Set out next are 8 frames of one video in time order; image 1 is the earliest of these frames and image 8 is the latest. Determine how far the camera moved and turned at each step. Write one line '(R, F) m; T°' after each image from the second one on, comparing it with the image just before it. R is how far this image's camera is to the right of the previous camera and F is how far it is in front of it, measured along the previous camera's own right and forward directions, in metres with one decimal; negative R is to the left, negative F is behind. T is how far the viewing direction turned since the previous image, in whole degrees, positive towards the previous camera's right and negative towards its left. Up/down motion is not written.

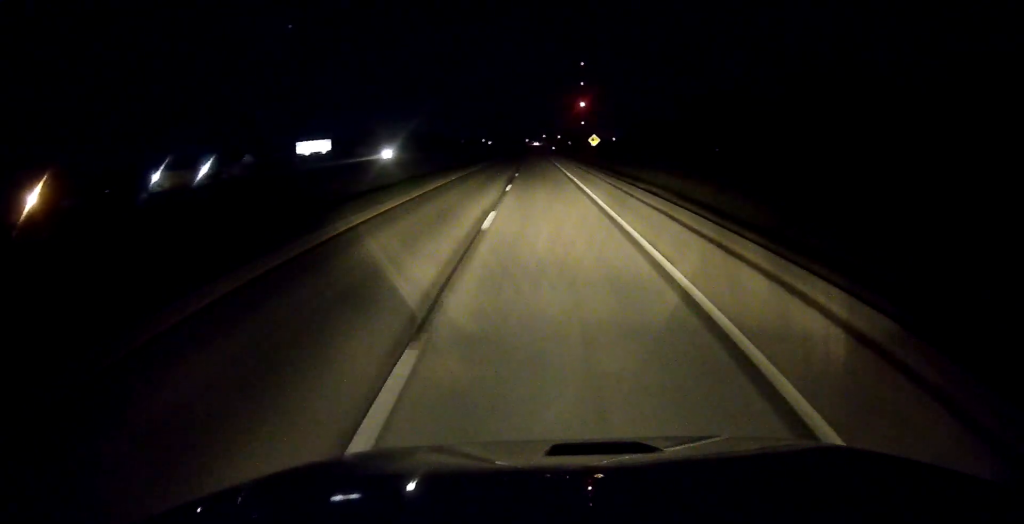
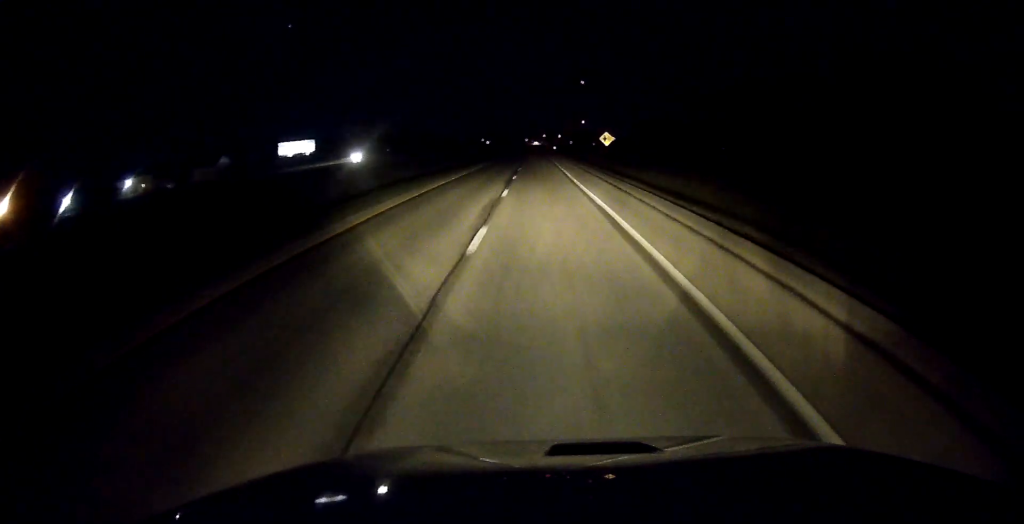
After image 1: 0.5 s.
(0.0, +15.3) m; 0°
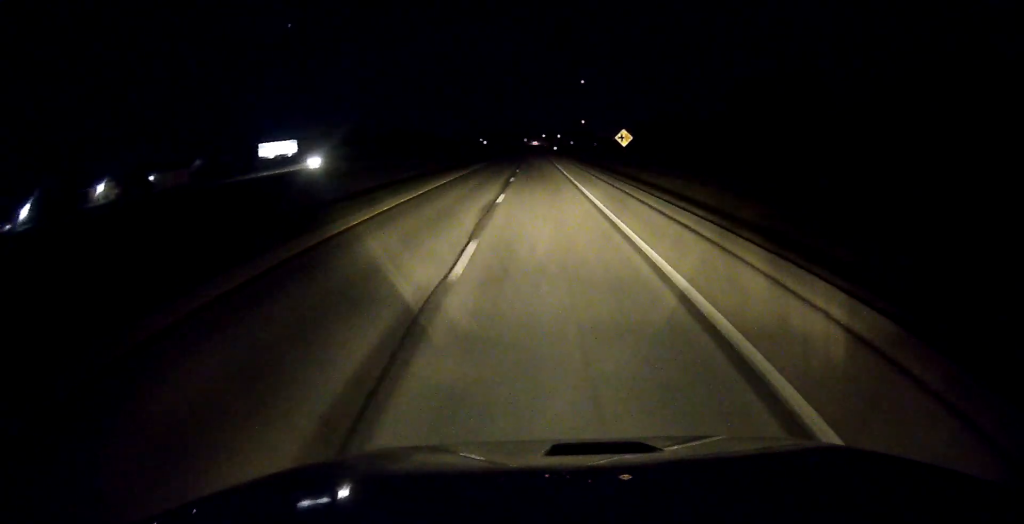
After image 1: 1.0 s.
(0.0, +14.3) m; 0°
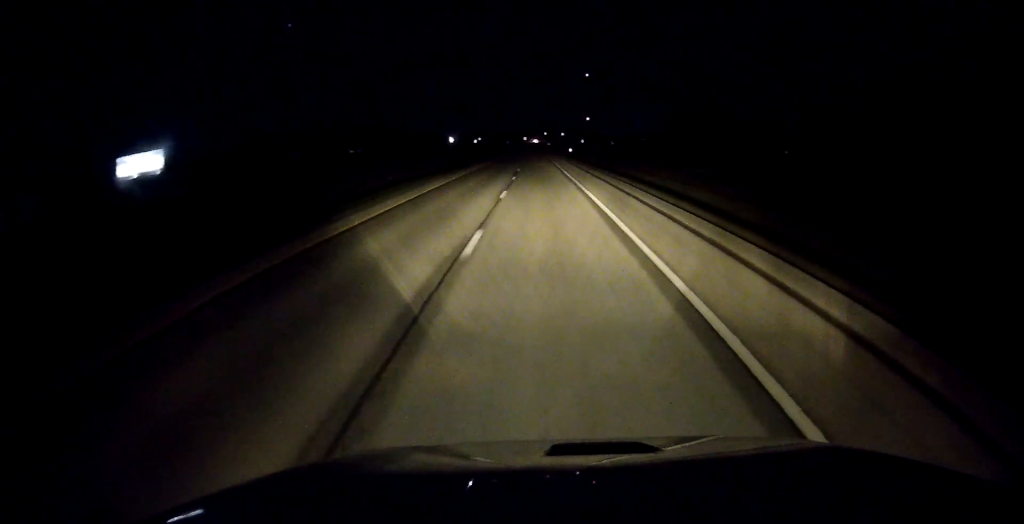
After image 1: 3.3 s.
(-0.1, +70.5) m; 0°
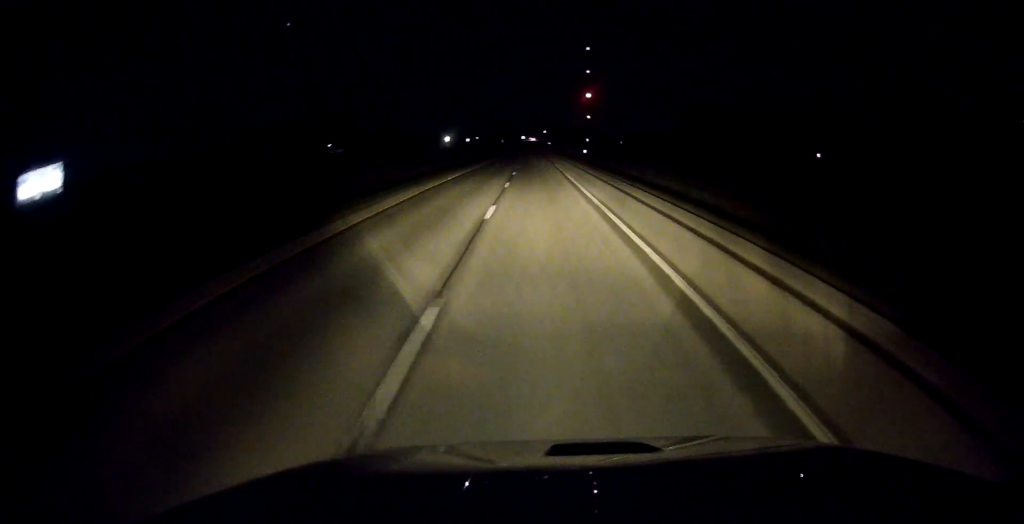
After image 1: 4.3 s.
(0.0, +30.7) m; 0°
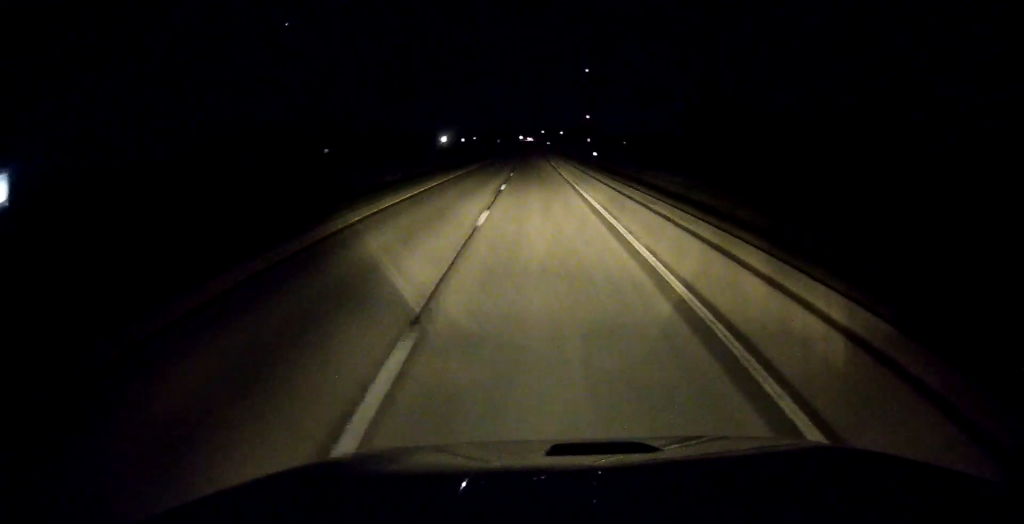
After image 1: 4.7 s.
(0.0, +13.3) m; 0°
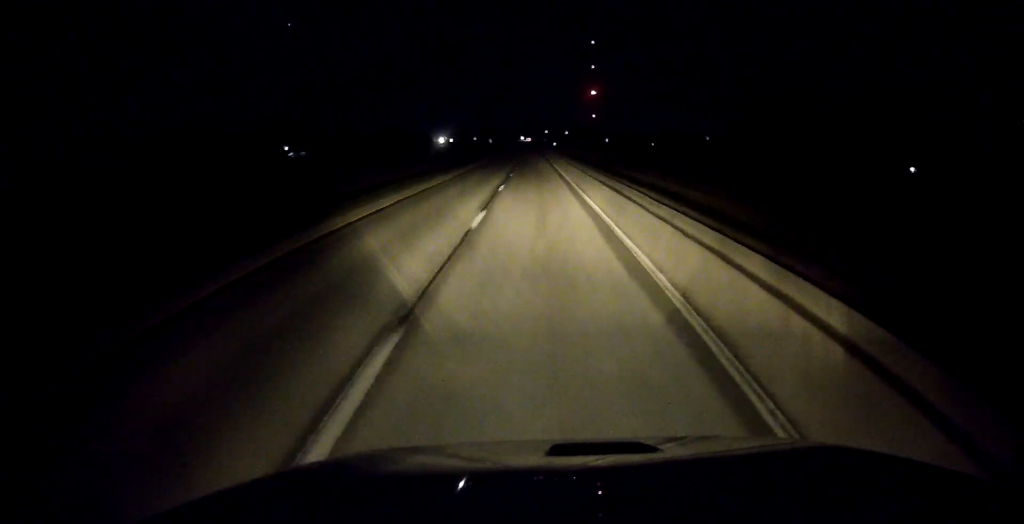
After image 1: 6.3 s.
(+0.2, +48.0) m; 0°
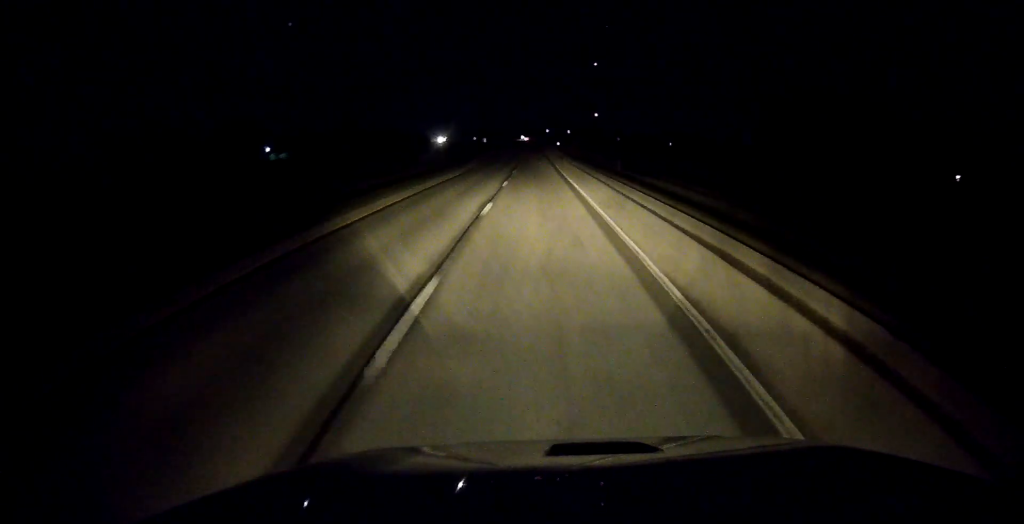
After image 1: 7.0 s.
(+0.1, +21.4) m; 0°
